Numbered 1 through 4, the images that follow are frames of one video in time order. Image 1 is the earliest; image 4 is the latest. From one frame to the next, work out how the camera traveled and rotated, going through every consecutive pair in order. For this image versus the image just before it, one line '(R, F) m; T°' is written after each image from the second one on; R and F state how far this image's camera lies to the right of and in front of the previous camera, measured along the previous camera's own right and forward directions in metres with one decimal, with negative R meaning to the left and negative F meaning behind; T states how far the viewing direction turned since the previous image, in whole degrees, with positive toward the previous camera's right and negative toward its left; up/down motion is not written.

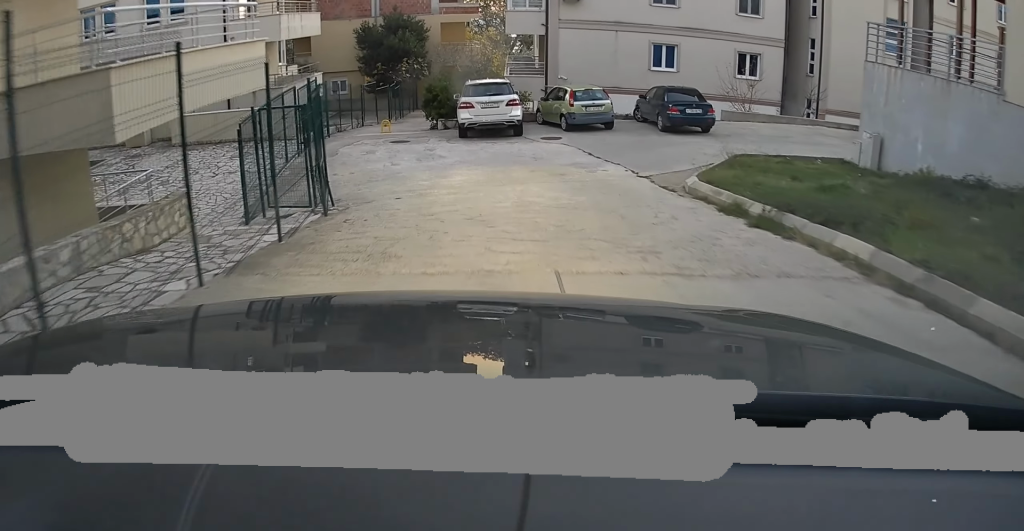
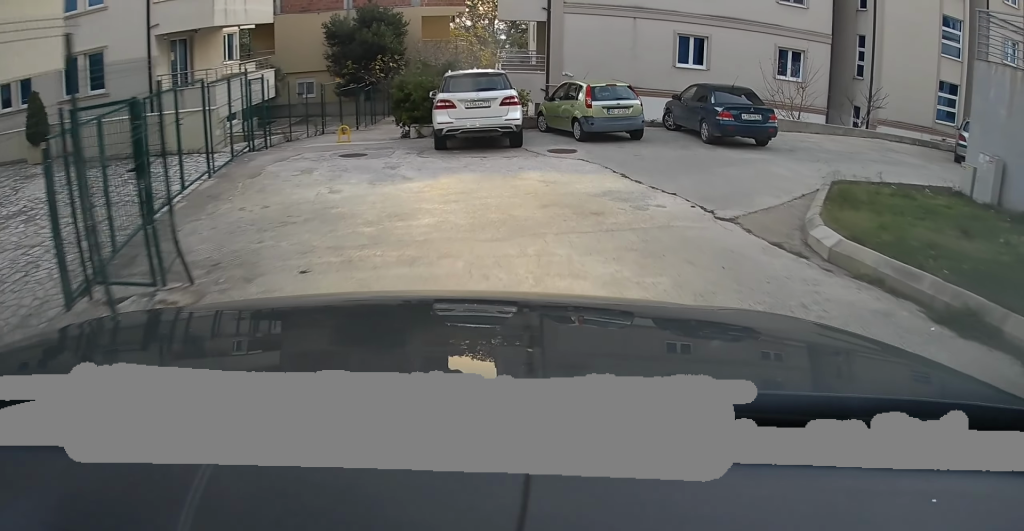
(0.0, +4.1) m; +3°
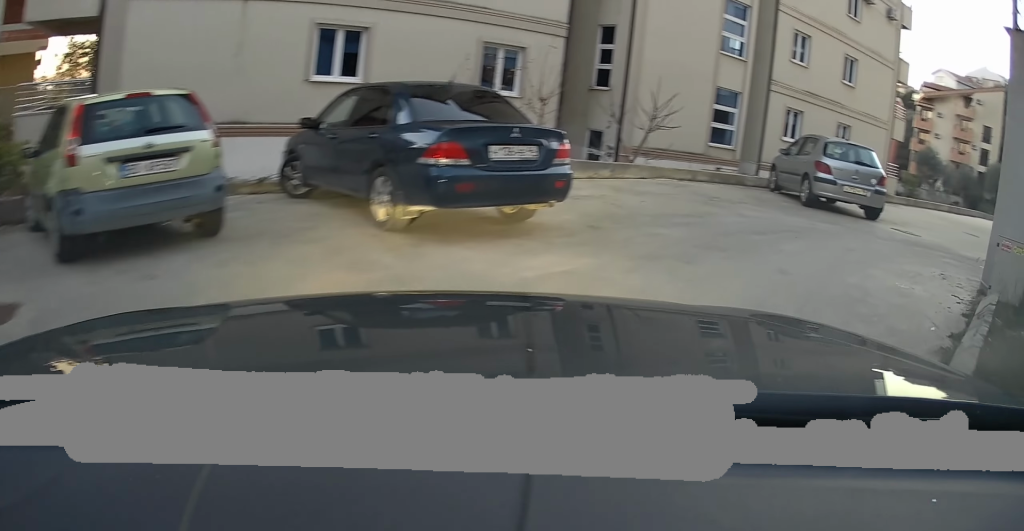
(+1.2, +5.8) m; +47°
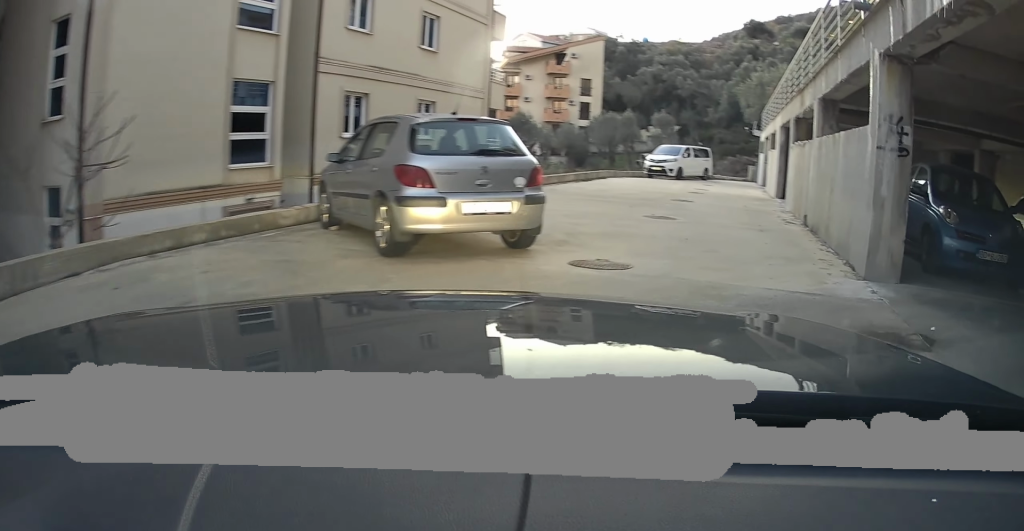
(+2.2, +5.8) m; +28°
